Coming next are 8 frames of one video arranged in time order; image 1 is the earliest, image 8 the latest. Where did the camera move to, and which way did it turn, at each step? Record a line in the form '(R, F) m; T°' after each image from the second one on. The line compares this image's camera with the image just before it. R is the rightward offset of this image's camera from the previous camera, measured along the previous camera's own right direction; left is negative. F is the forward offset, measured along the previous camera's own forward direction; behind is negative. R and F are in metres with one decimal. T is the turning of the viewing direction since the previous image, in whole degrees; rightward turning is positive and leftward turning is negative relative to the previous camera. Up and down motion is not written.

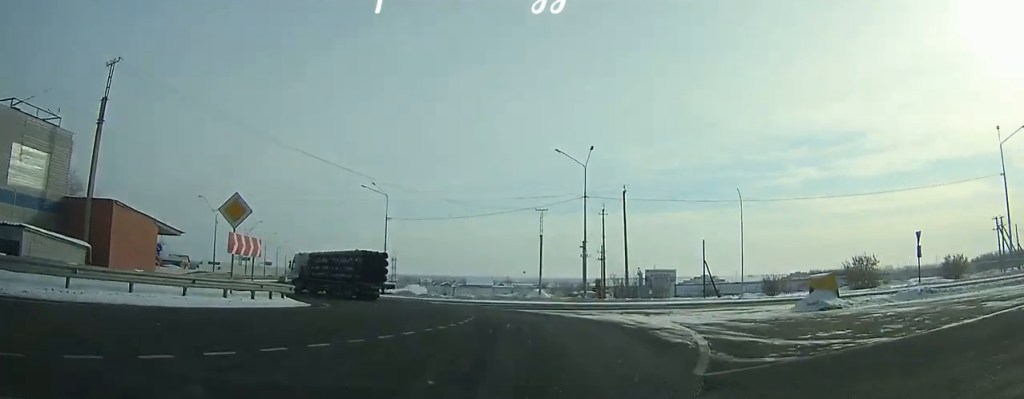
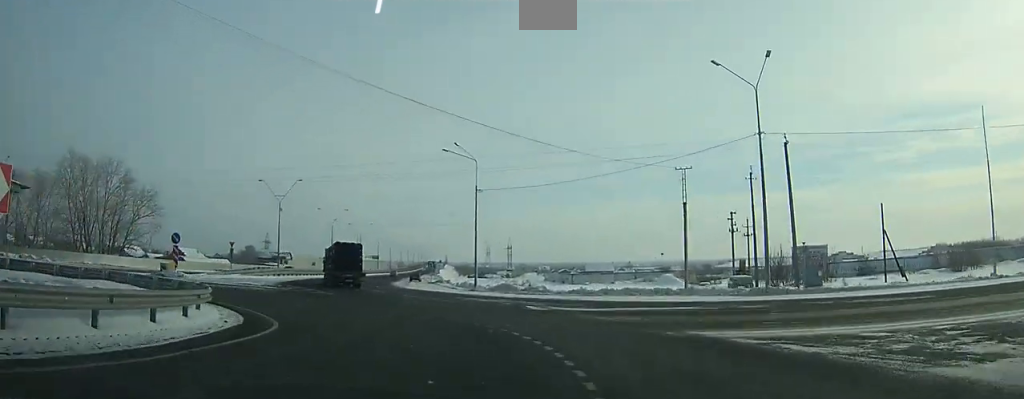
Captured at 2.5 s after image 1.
(-1.6, +18.3) m; -9°
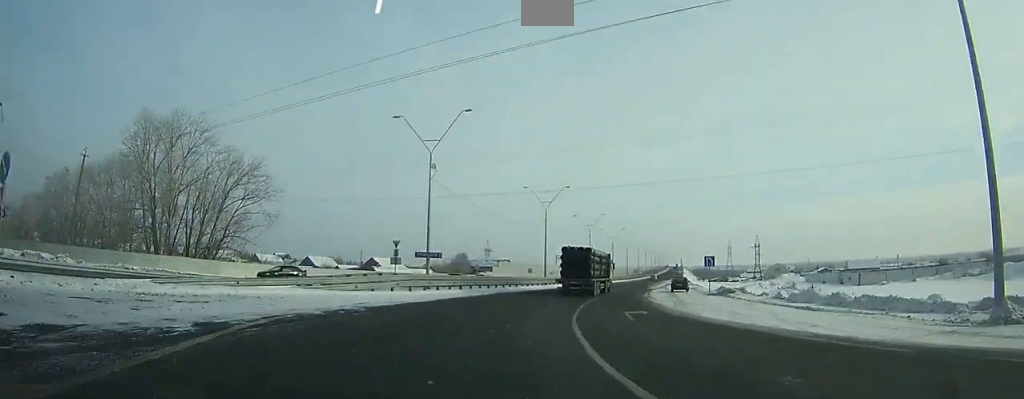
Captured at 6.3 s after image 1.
(-3.6, +37.2) m; -3°
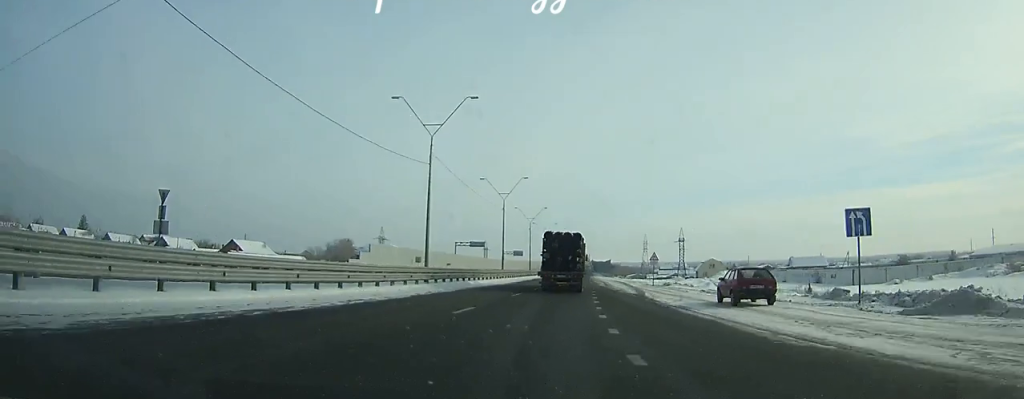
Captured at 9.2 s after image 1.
(+1.5, +34.8) m; +4°
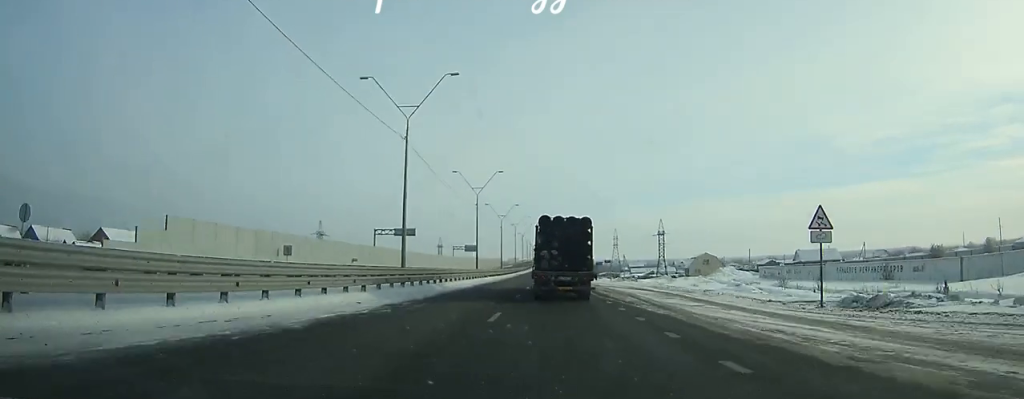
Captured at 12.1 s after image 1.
(+1.5, +39.7) m; +3°
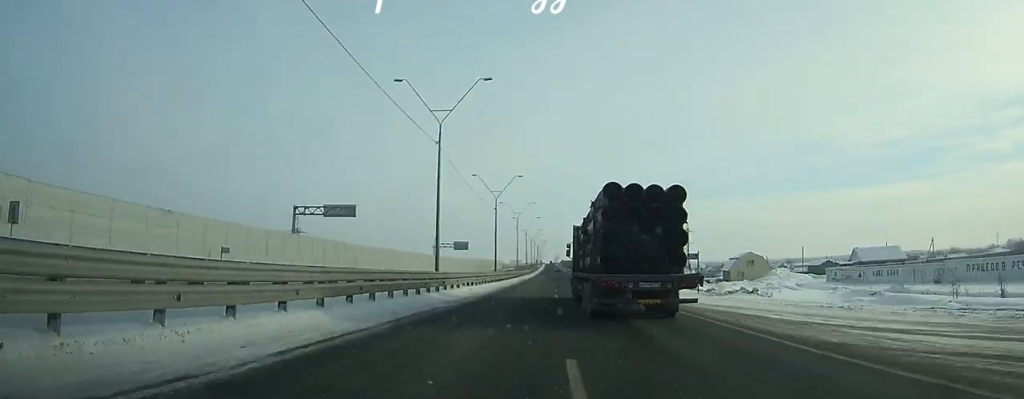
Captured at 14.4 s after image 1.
(+0.3, +34.7) m; +1°
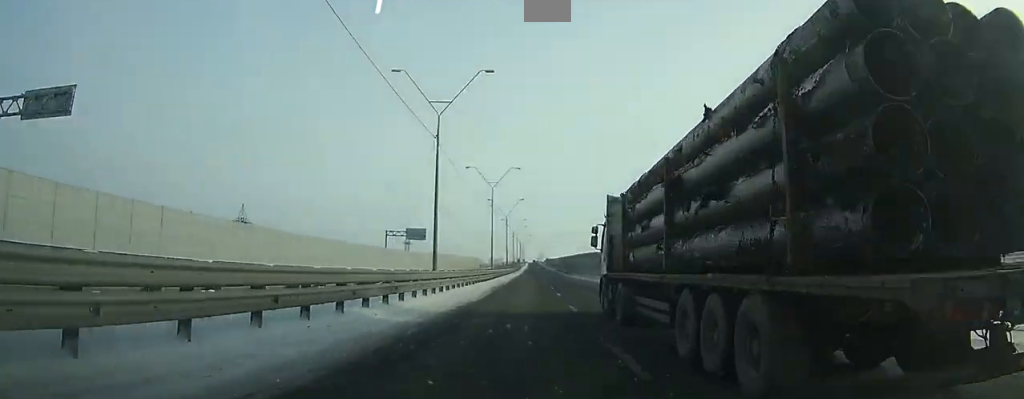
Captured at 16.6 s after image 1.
(+0.2, +35.7) m; +1°
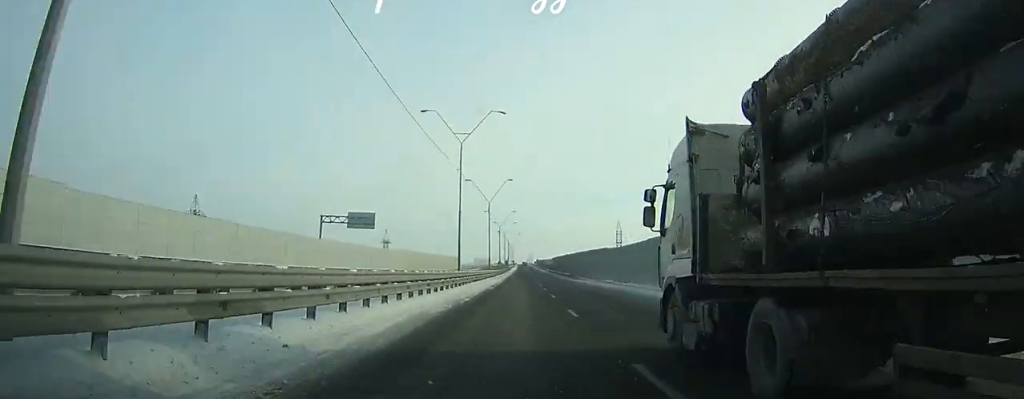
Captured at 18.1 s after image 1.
(+0.3, +27.1) m; +1°
